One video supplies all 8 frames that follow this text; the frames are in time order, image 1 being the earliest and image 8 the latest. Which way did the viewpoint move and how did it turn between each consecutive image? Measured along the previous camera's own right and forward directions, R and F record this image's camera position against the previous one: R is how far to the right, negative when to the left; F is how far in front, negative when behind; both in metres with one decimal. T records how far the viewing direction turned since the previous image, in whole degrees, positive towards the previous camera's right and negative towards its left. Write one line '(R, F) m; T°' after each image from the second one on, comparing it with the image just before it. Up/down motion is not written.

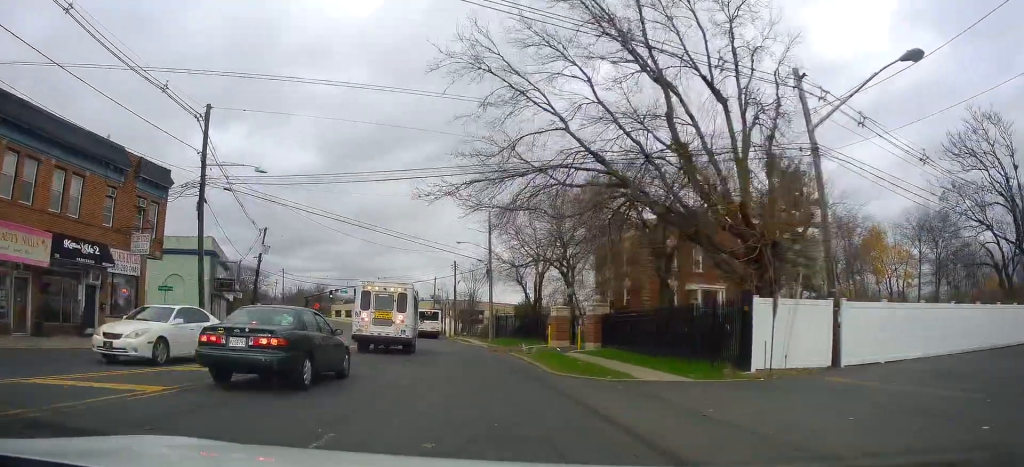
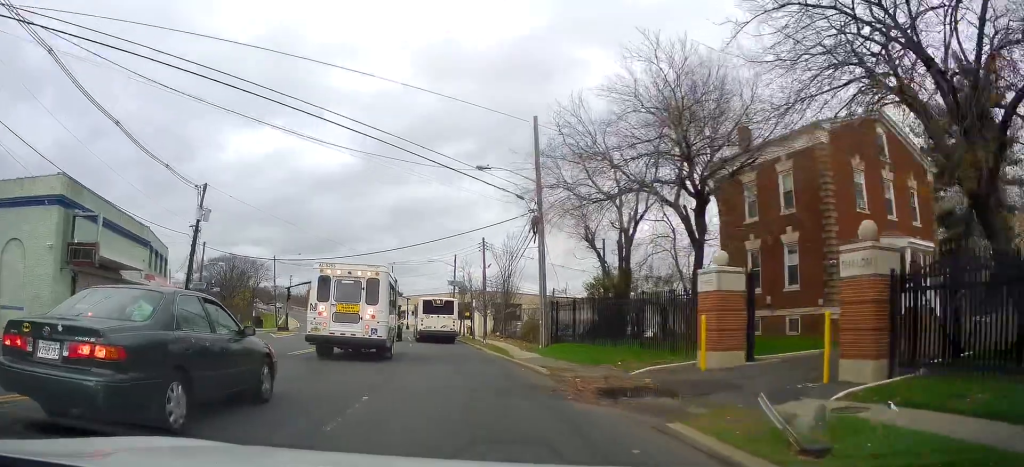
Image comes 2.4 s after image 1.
(-1.6, +22.7) m; -9°
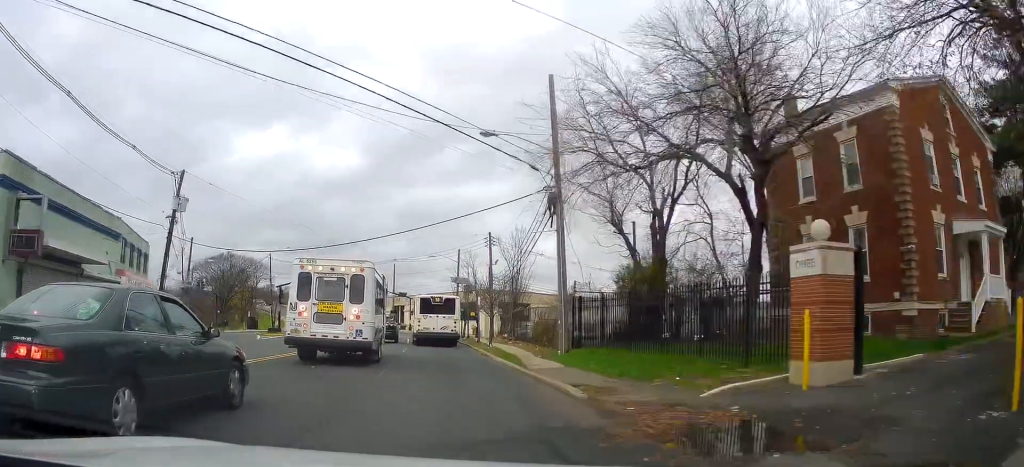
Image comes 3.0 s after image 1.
(-0.2, +4.7) m; 0°
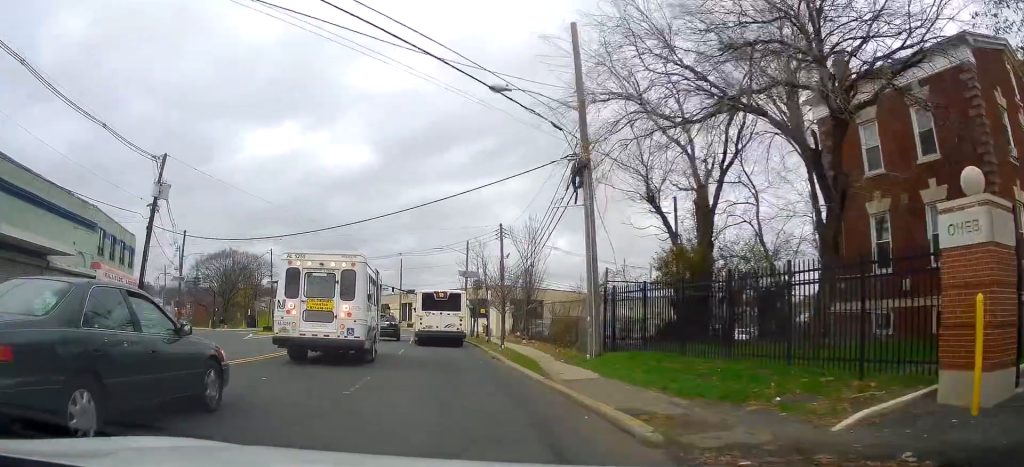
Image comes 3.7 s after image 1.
(0.0, +4.7) m; +2°
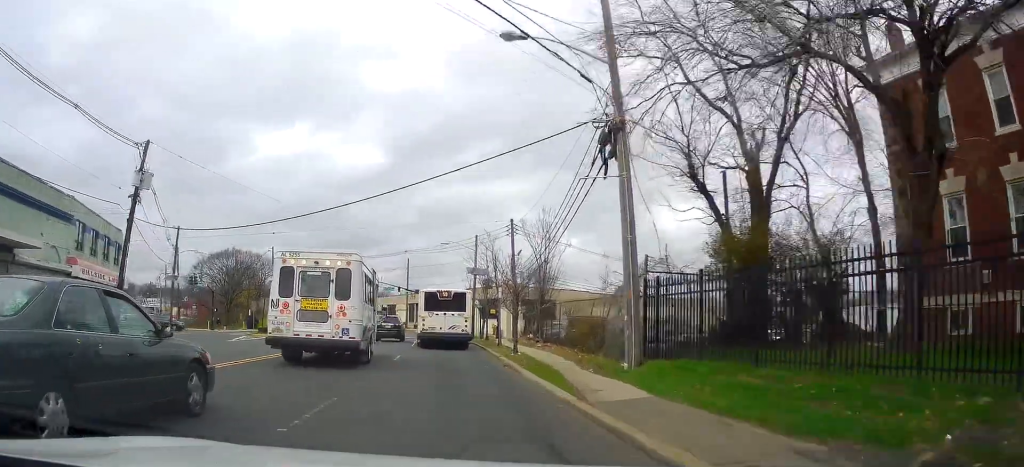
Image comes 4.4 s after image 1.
(+0.2, +3.6) m; +4°
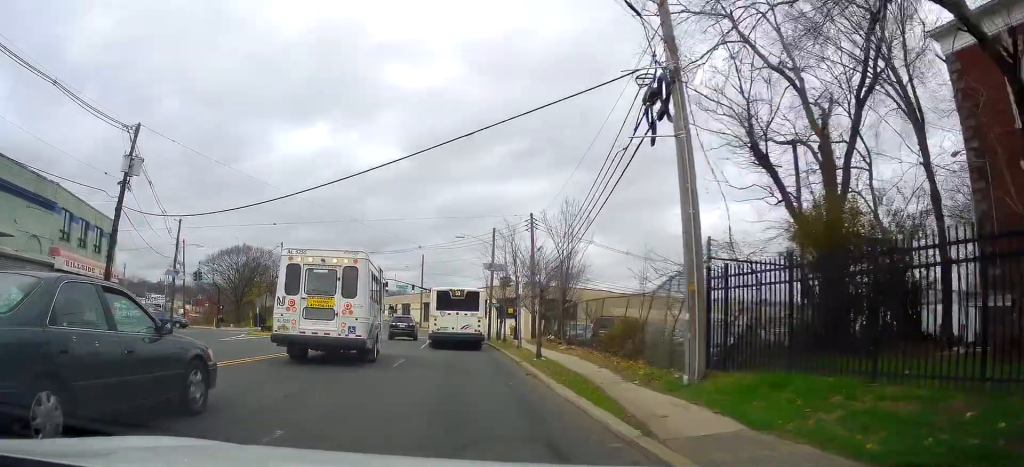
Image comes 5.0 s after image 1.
(+0.1, +3.2) m; -2°
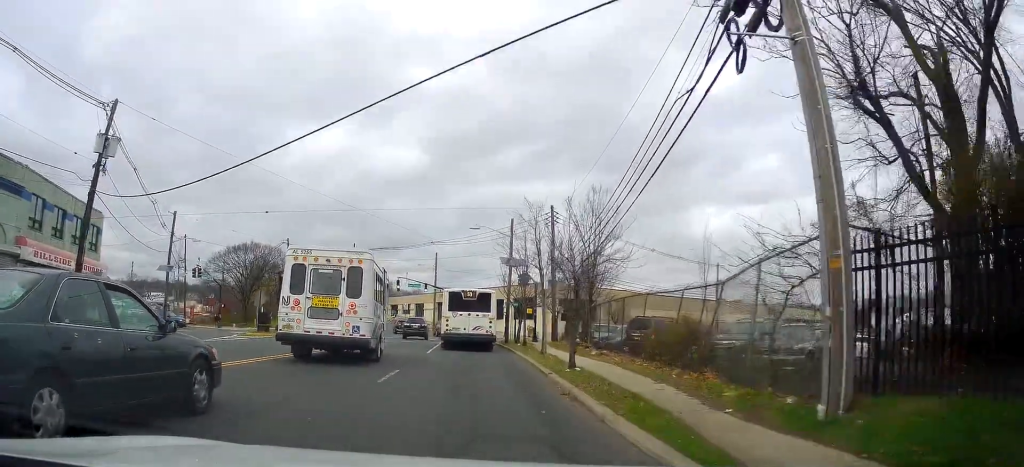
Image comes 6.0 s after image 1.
(-0.1, +4.0) m; -4°
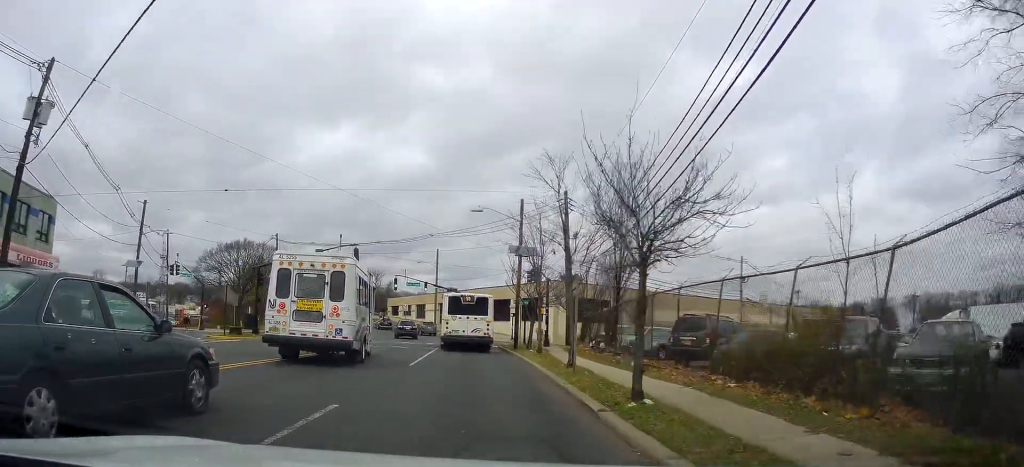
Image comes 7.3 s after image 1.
(-0.3, +5.5) m; -3°
